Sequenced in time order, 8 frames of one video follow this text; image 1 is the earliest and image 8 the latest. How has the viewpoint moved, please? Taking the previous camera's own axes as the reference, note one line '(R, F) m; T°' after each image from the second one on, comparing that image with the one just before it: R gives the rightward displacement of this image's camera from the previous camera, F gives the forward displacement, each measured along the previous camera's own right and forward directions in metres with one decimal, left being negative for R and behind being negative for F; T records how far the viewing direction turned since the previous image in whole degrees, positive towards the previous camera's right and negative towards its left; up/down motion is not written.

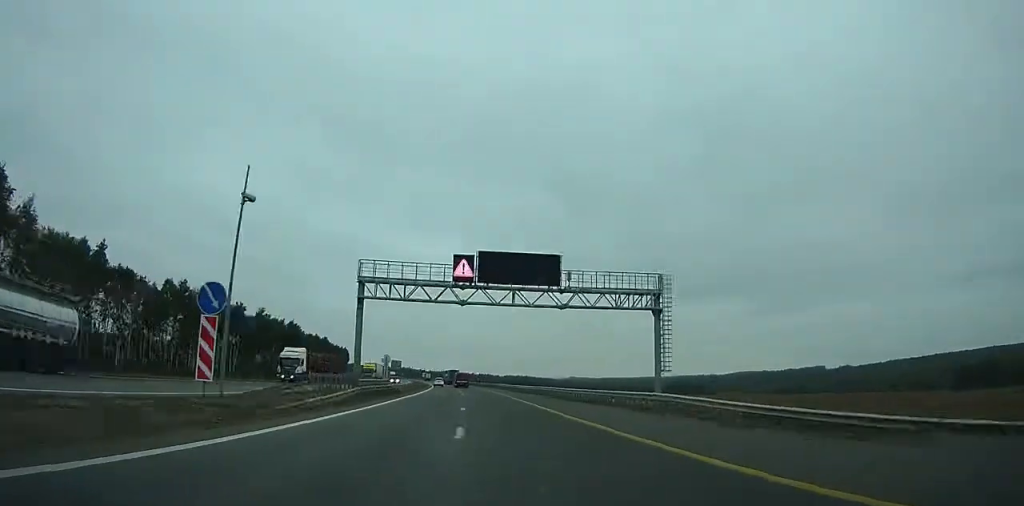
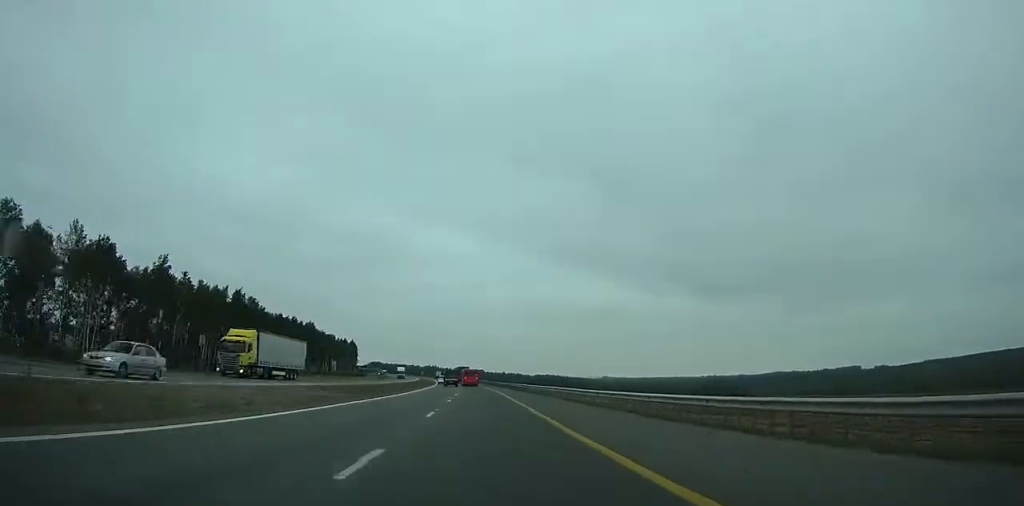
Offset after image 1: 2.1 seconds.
(-0.3, +53.1) m; -1°
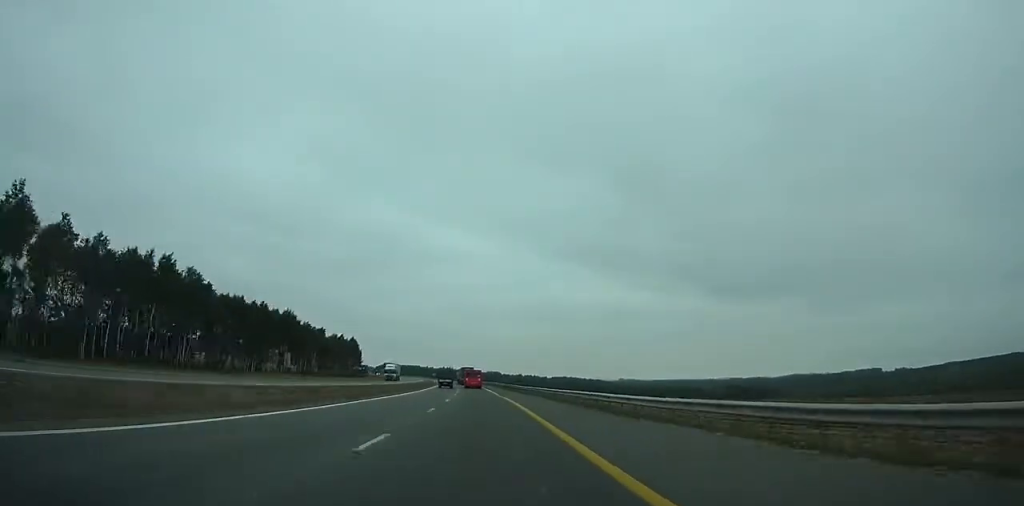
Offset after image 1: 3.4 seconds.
(-0.1, +33.0) m; -1°
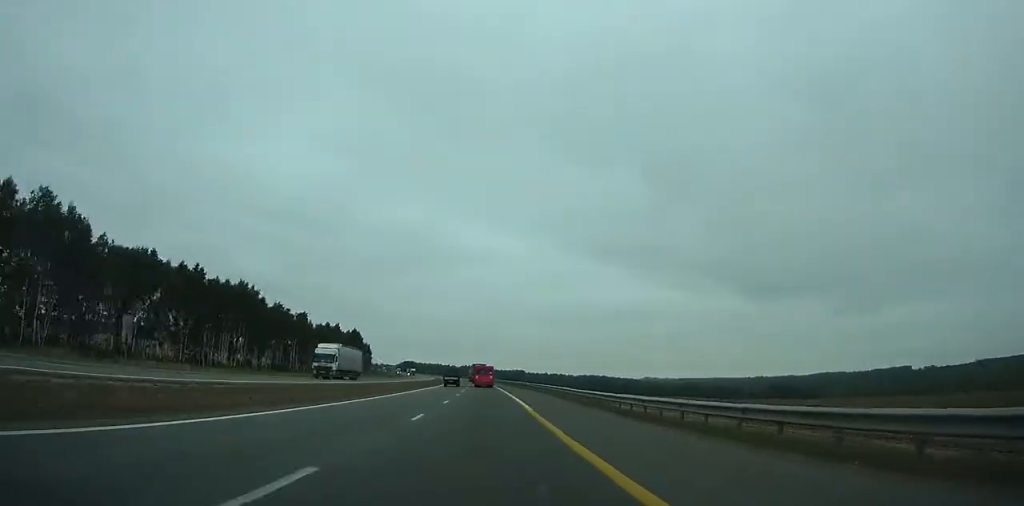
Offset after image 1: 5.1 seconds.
(-0.8, +43.1) m; -2°
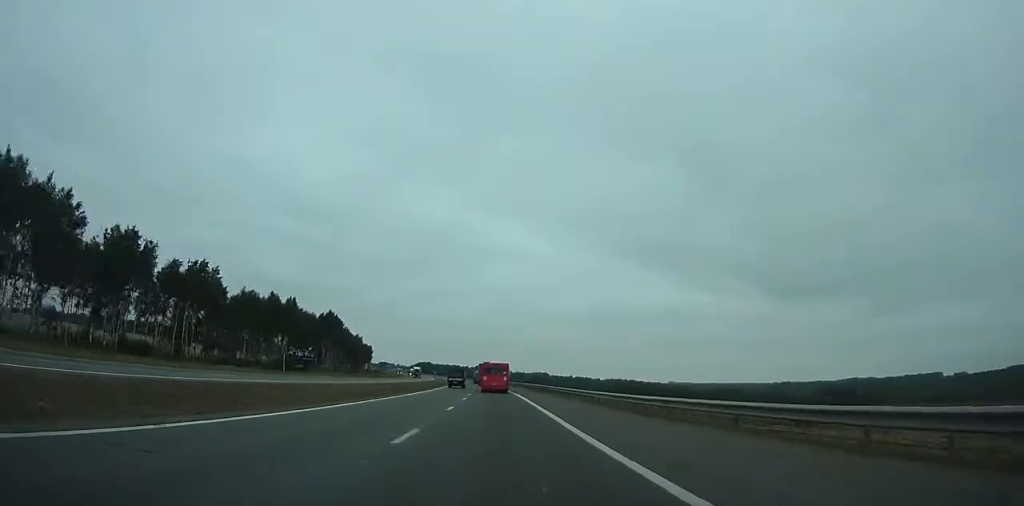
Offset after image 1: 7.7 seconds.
(-1.8, +66.1) m; -3°
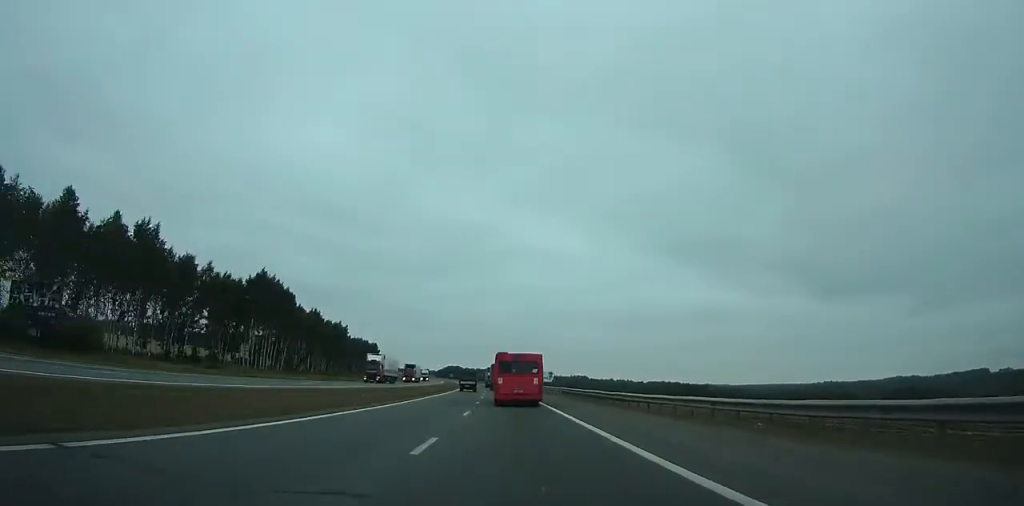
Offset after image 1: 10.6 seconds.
(-1.7, +74.5) m; -3°
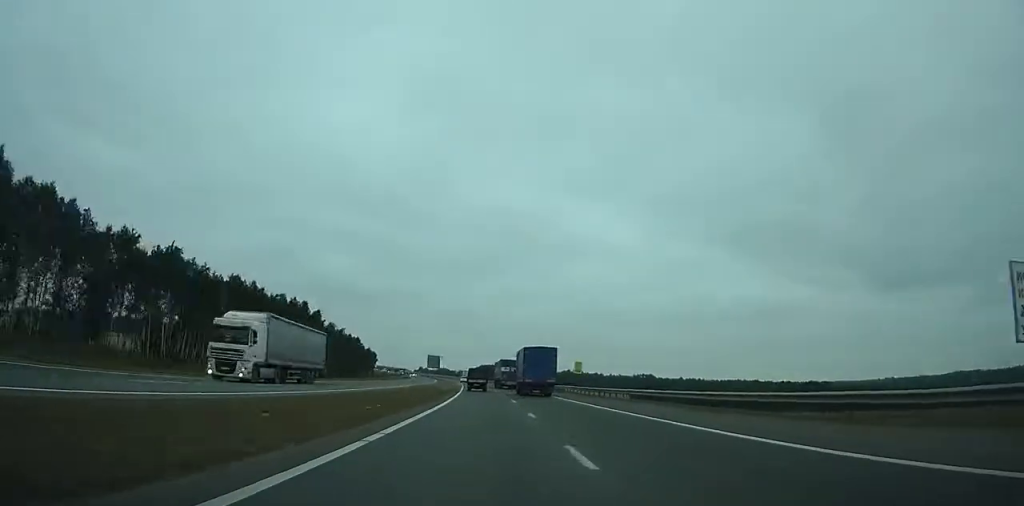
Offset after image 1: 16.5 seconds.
(-7.0, +156.4) m; -4°
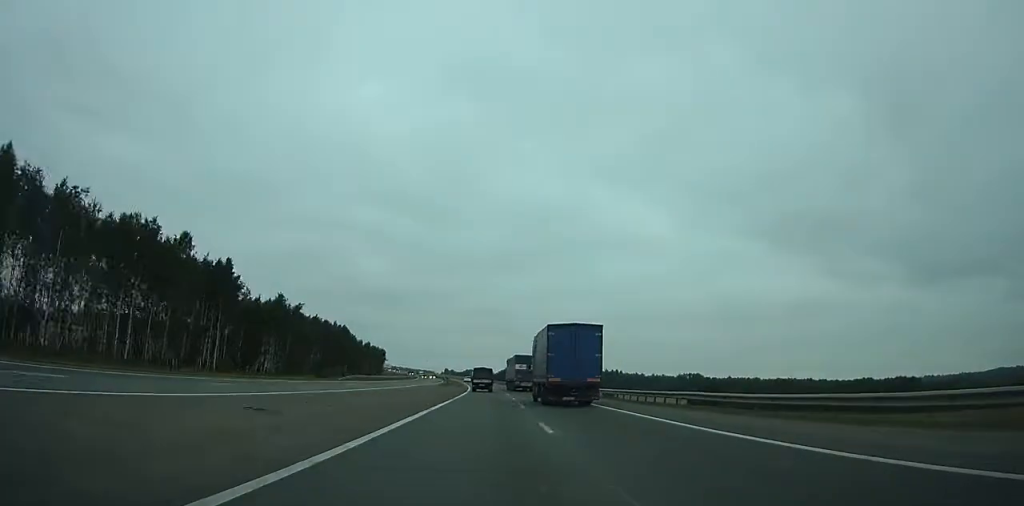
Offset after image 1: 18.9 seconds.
(-0.5, +65.5) m; -2°
